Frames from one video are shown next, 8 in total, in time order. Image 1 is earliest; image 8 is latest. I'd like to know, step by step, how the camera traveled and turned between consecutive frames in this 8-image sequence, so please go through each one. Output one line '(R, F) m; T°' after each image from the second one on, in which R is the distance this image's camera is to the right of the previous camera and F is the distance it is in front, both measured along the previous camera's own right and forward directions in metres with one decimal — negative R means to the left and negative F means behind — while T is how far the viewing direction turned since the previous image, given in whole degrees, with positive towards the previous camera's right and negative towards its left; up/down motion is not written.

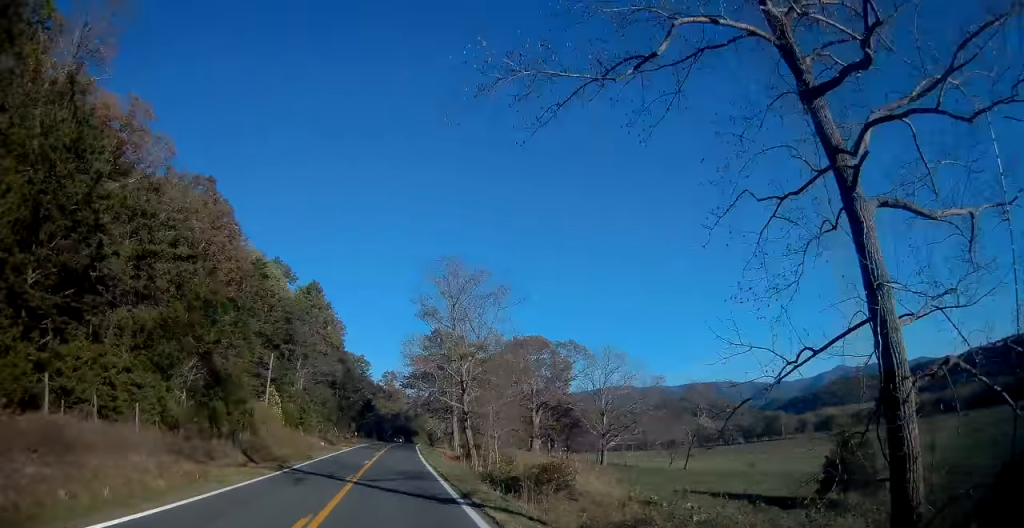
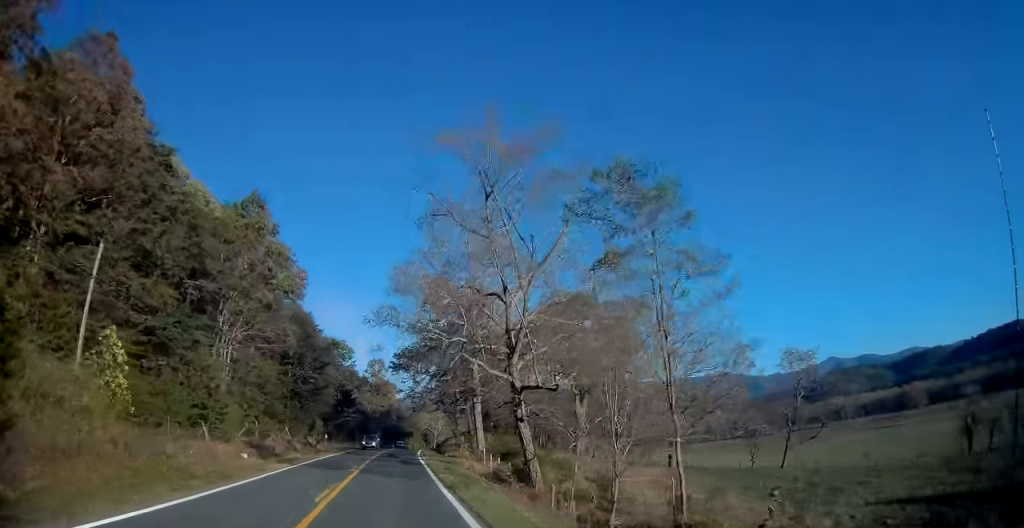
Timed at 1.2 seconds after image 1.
(0.0, +30.8) m; +1°
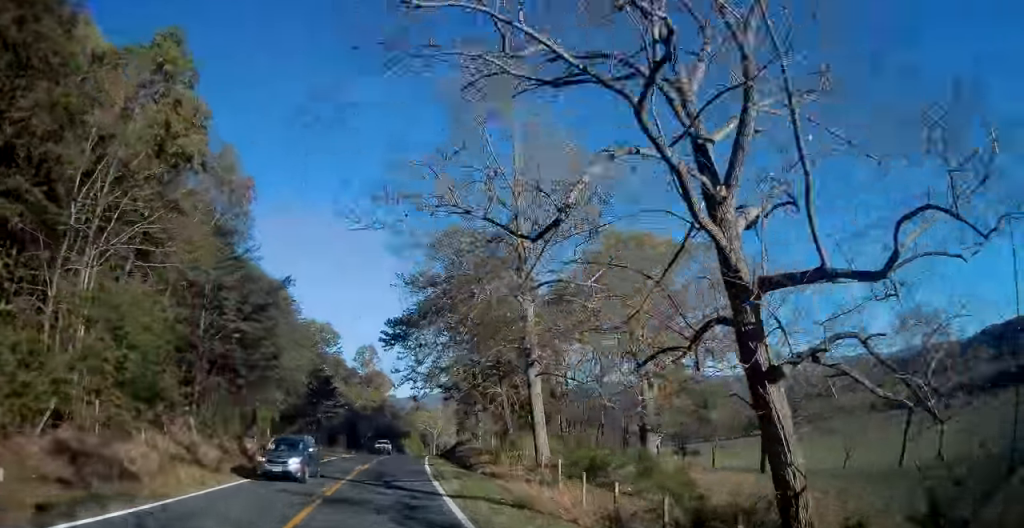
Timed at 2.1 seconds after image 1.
(+0.4, +23.1) m; +1°
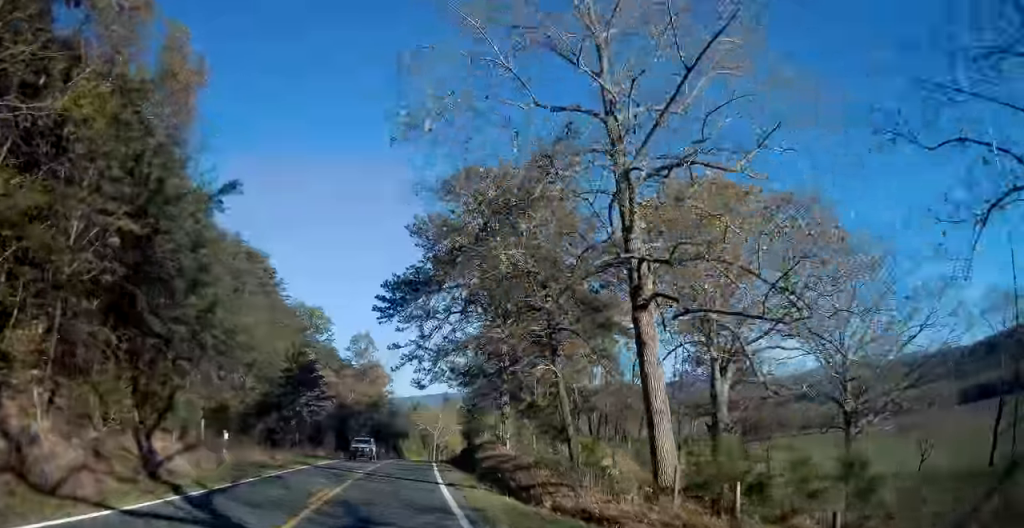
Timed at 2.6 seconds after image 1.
(+0.1, +13.7) m; 0°
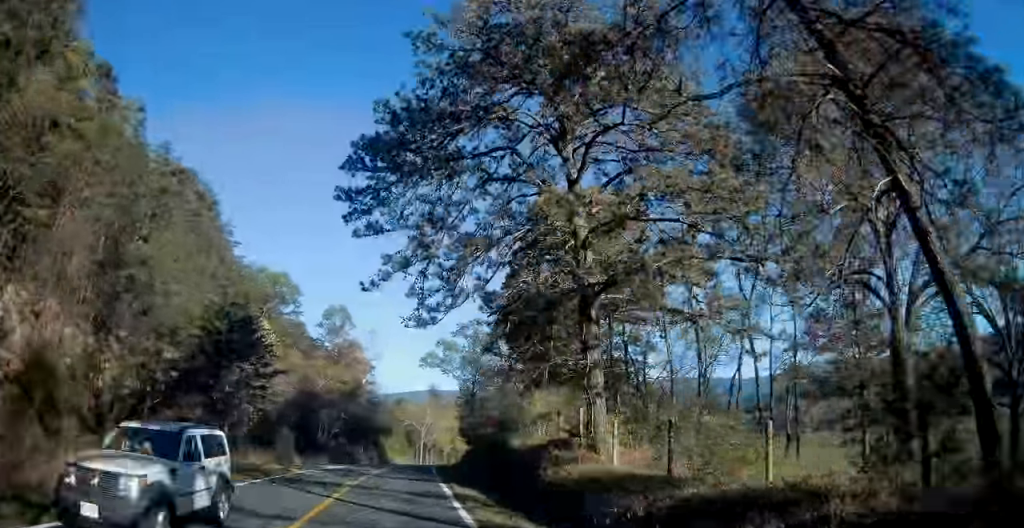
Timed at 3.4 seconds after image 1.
(0.0, +20.4) m; +1°
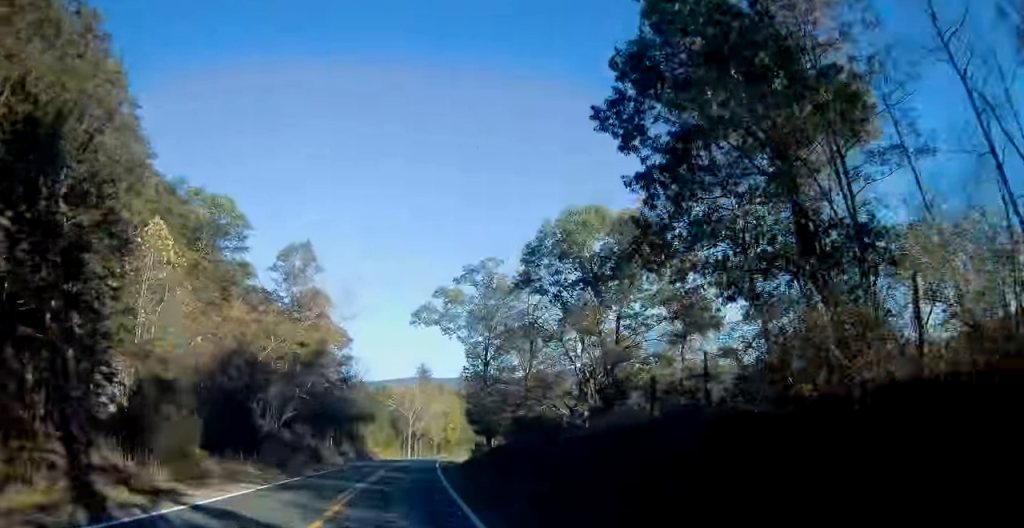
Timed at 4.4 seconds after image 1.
(+0.2, +24.9) m; +1°
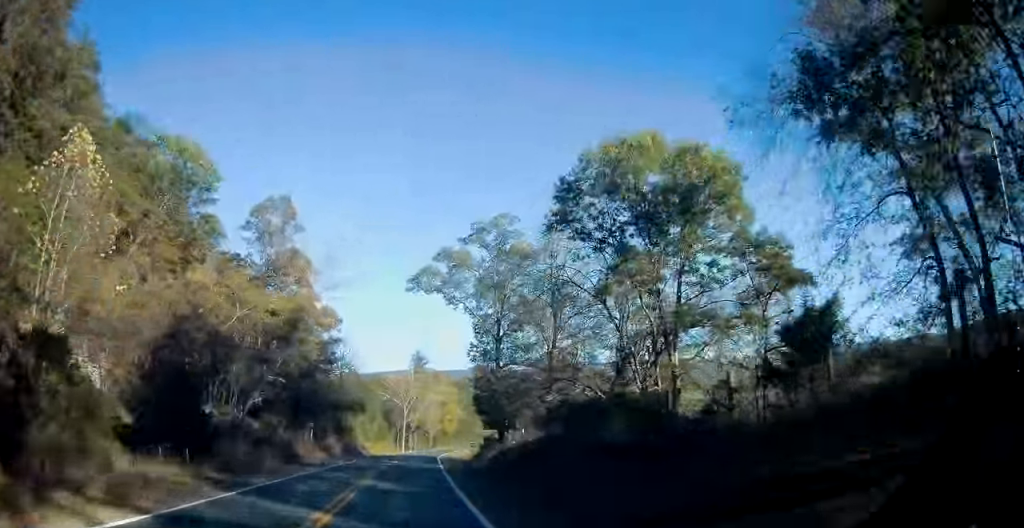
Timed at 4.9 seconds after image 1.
(+0.1, +10.6) m; +1°
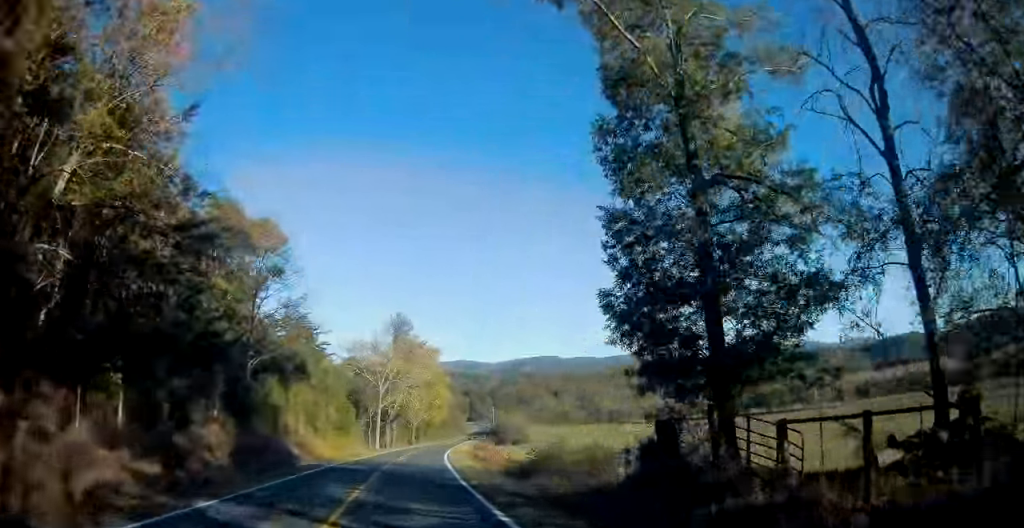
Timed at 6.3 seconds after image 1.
(+1.1, +36.1) m; +4°
